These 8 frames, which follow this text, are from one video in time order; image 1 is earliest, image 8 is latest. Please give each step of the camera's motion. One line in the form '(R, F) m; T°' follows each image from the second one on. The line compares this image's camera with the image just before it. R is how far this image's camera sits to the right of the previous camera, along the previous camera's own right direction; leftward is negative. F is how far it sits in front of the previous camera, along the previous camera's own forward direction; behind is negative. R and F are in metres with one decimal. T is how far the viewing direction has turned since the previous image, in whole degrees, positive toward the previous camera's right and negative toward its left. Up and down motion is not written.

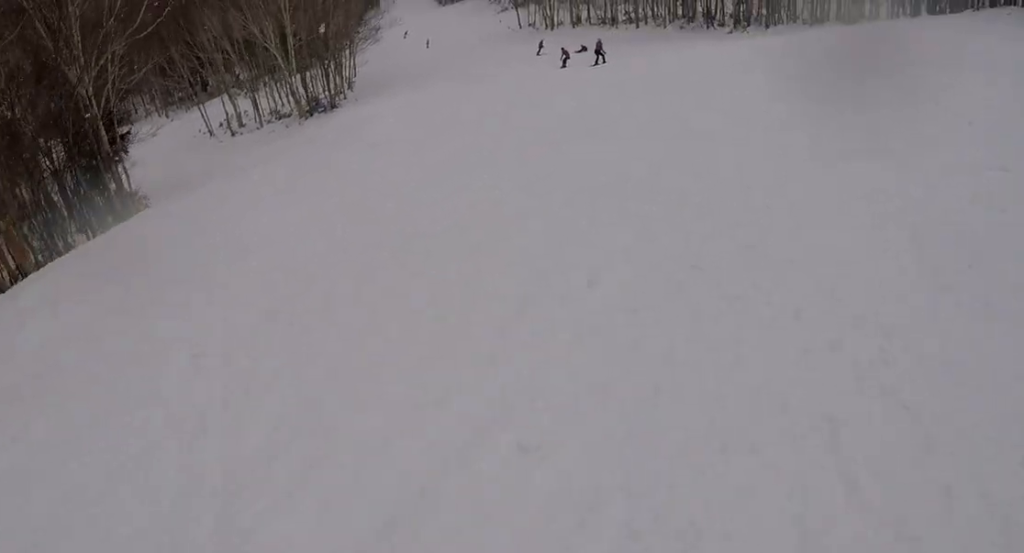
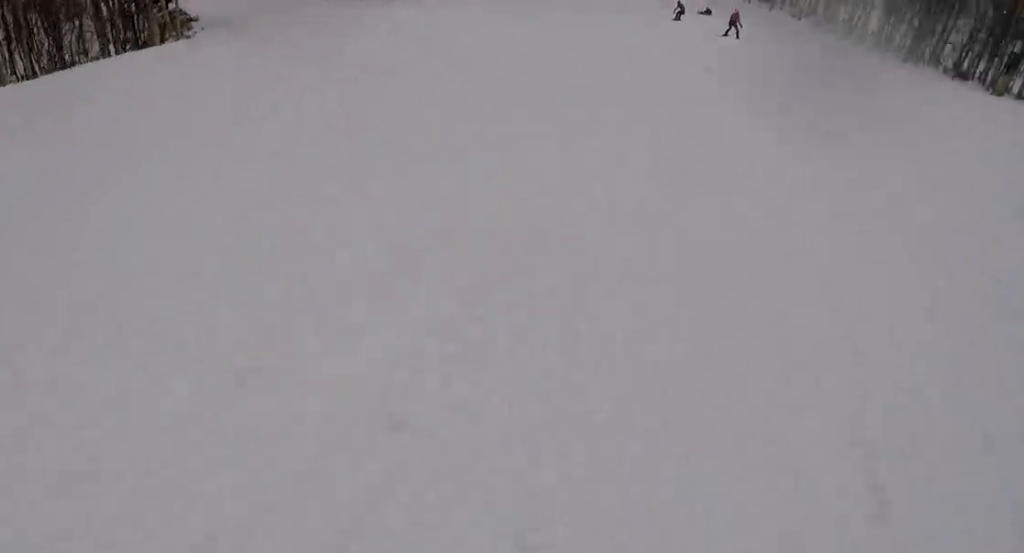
(0.0, +2.7) m; -2°
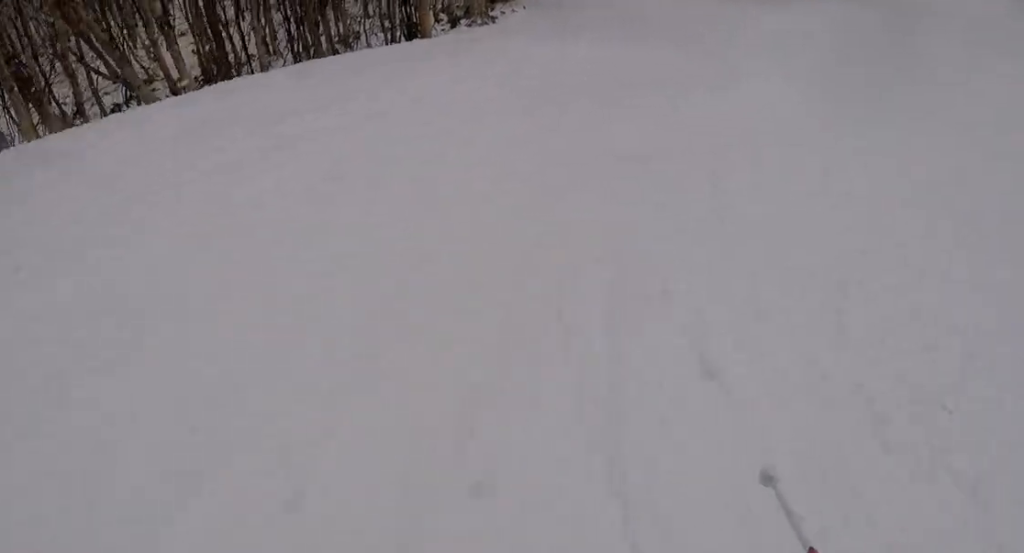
(-0.2, +6.1) m; +8°
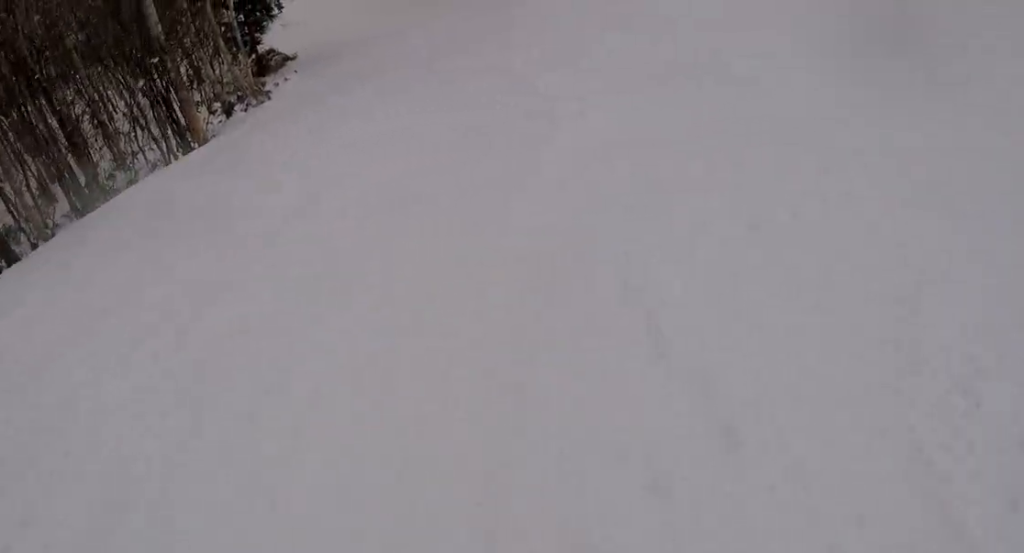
(+0.4, +1.8) m; +3°
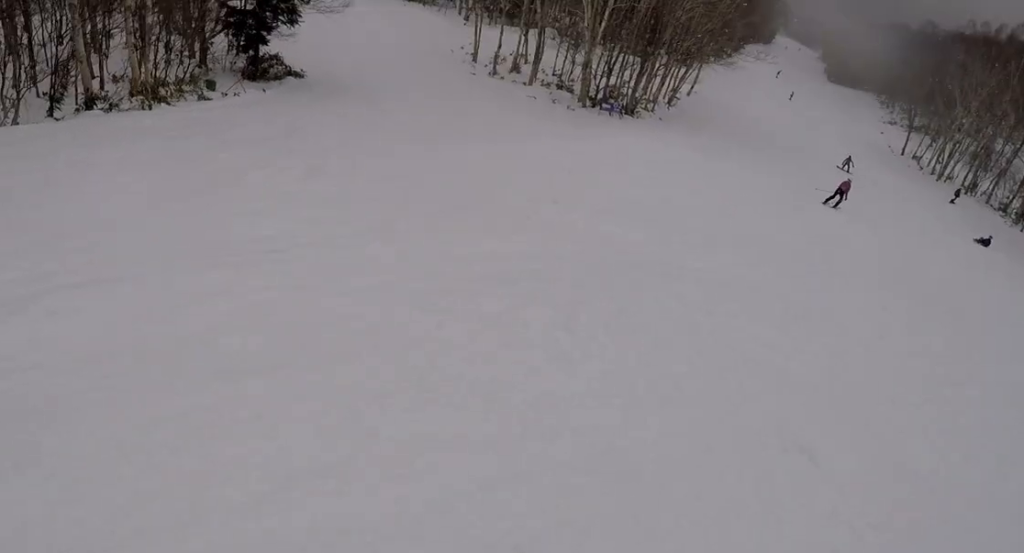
(+0.1, +10.5) m; -4°
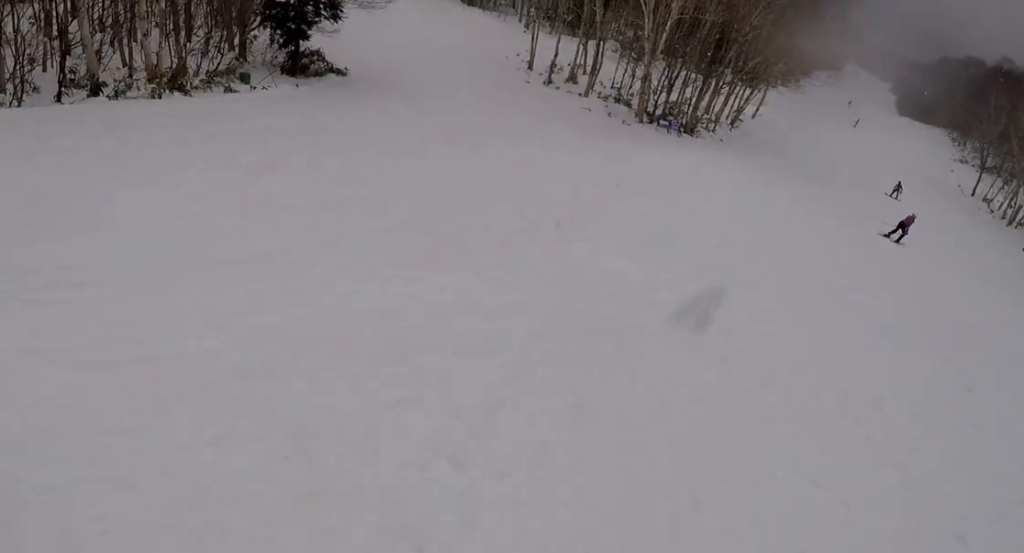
(0.0, +2.0) m; 0°
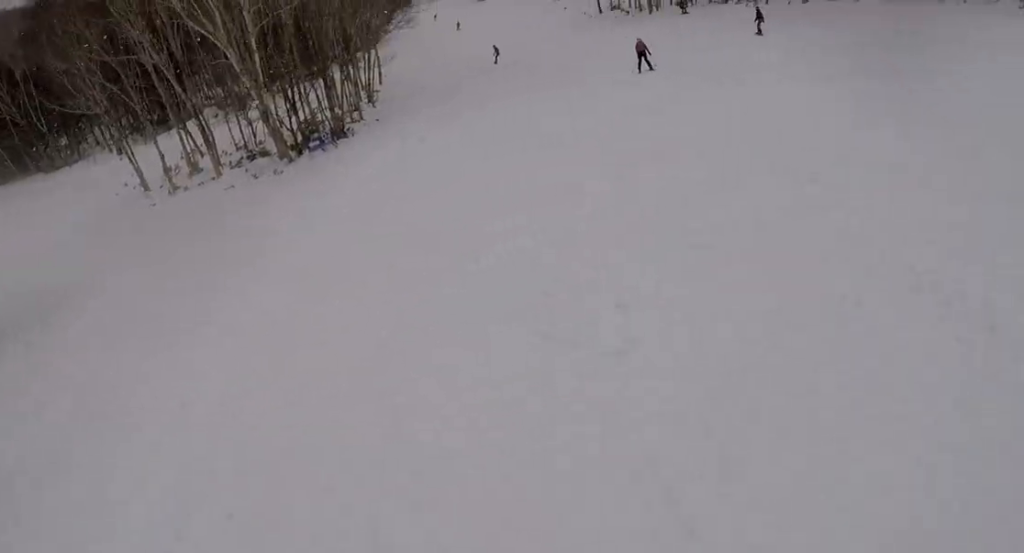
(+1.6, +6.3) m; +20°
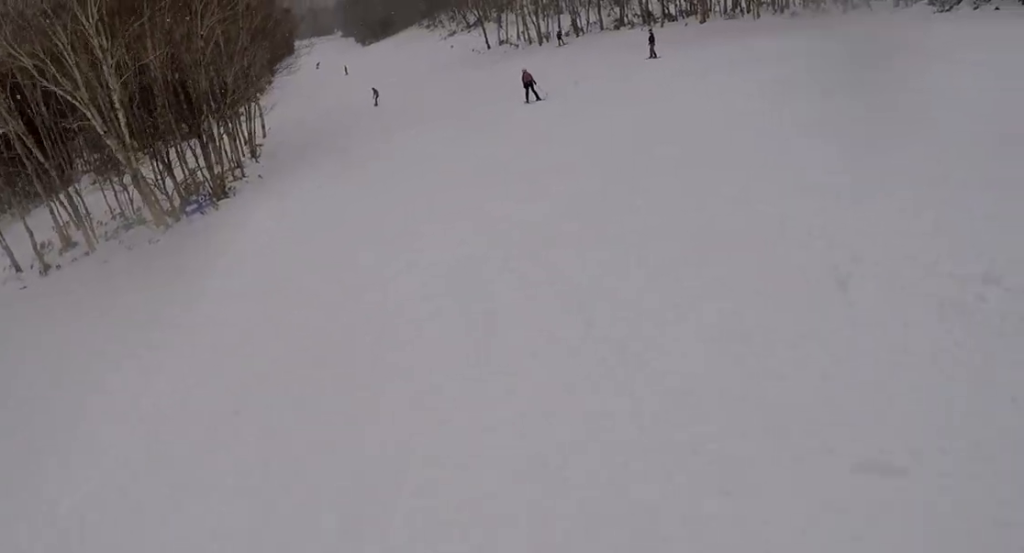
(+0.3, +2.4) m; -4°
